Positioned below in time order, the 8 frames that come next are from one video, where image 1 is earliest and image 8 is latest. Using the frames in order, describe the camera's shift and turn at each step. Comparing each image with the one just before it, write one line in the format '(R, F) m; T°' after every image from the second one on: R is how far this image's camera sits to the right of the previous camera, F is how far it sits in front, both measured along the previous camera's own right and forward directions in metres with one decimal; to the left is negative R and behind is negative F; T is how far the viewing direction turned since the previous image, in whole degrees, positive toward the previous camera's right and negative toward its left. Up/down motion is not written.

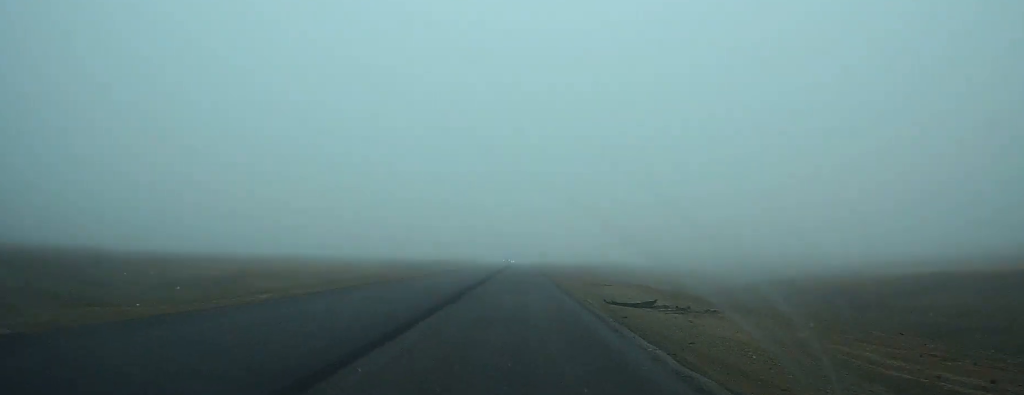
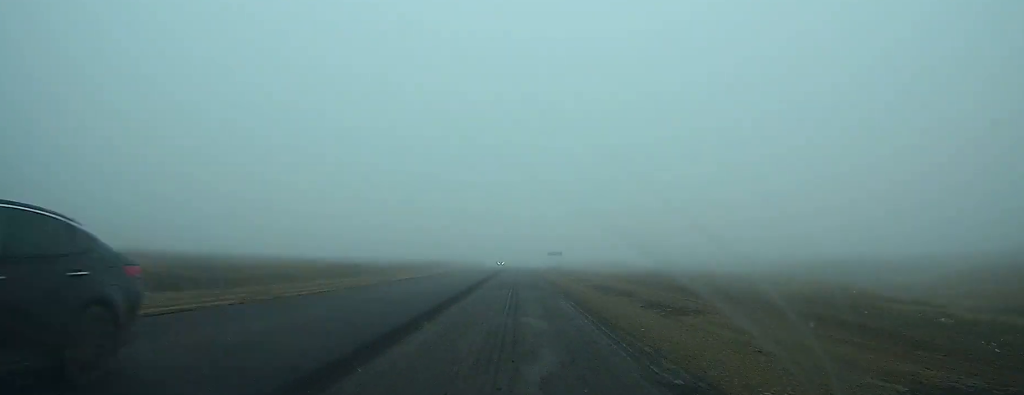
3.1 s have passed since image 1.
(+0.1, +65.1) m; 0°
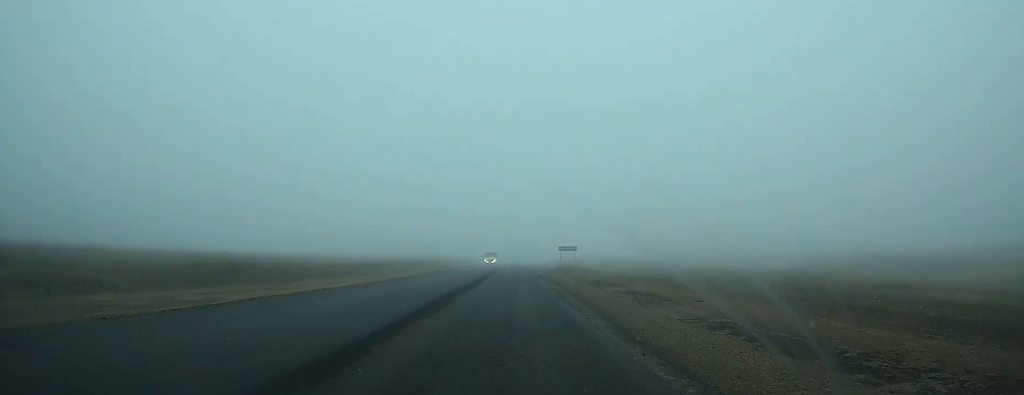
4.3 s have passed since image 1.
(-0.1, +24.6) m; 0°
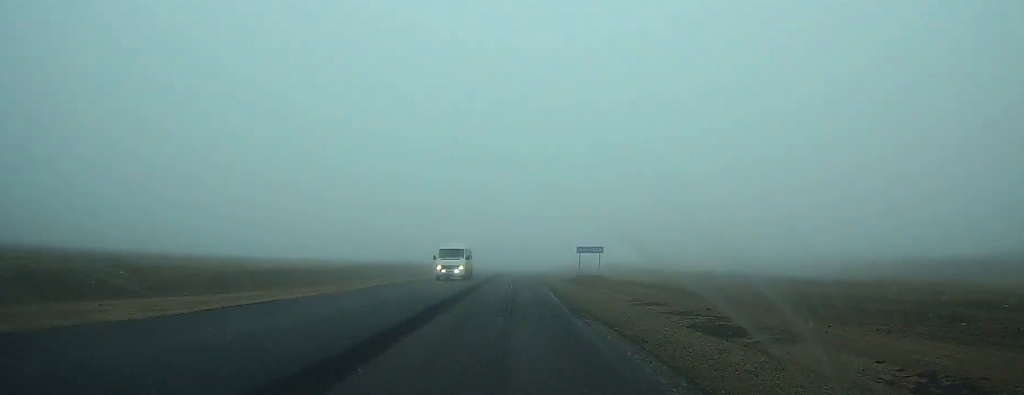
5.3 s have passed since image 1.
(0.0, +21.7) m; 0°
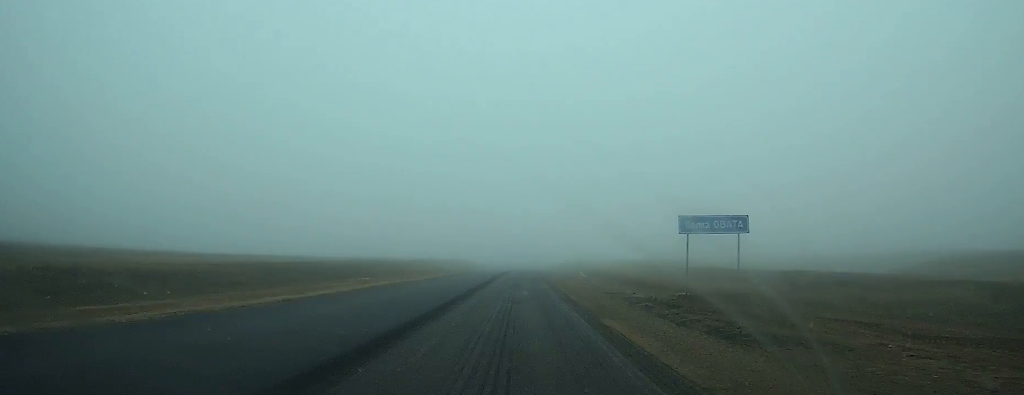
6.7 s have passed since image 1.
(0.0, +32.0) m; 0°
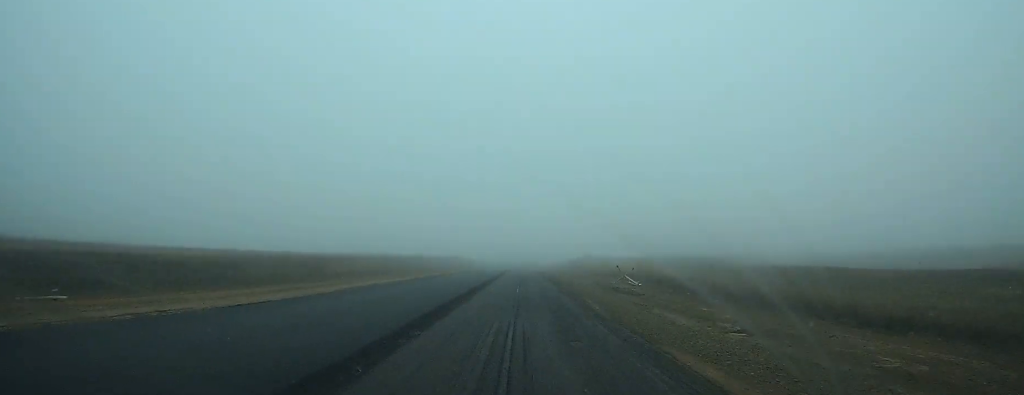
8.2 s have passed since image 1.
(0.0, +30.2) m; 0°
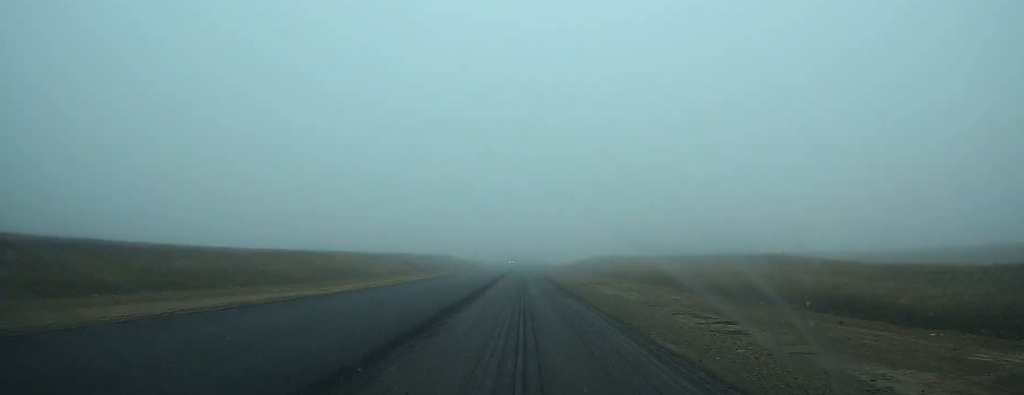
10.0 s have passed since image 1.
(0.0, +36.0) m; 0°
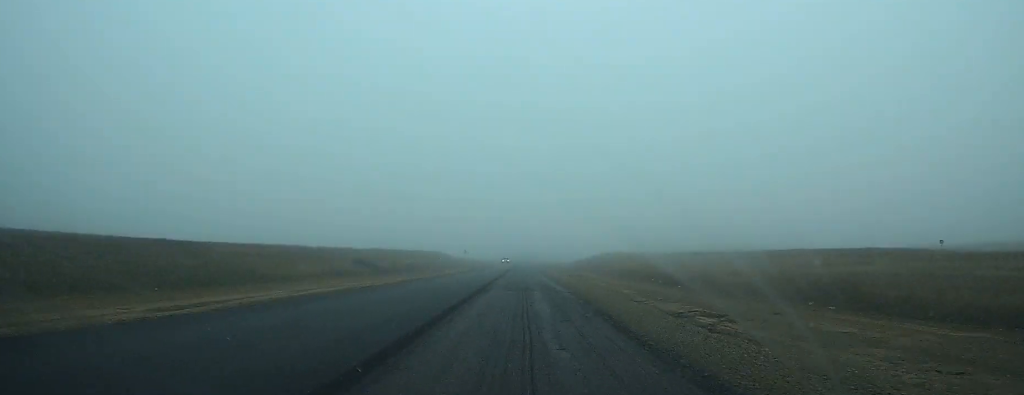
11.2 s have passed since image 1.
(0.0, +23.7) m; 0°
